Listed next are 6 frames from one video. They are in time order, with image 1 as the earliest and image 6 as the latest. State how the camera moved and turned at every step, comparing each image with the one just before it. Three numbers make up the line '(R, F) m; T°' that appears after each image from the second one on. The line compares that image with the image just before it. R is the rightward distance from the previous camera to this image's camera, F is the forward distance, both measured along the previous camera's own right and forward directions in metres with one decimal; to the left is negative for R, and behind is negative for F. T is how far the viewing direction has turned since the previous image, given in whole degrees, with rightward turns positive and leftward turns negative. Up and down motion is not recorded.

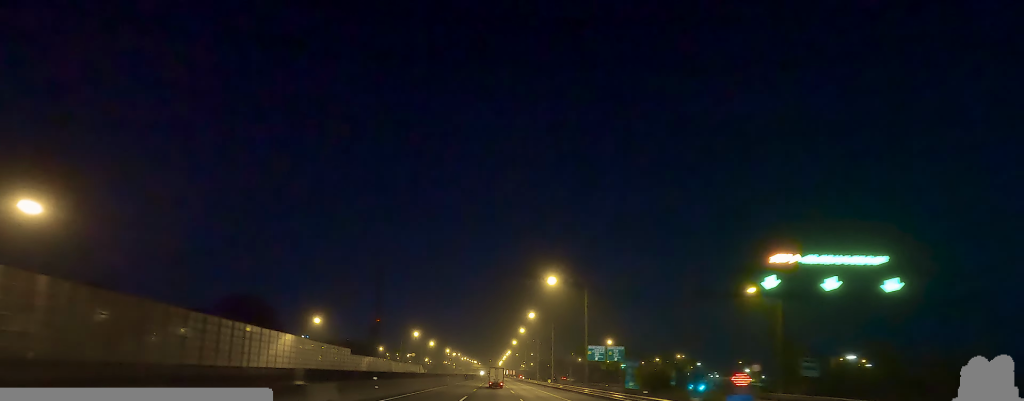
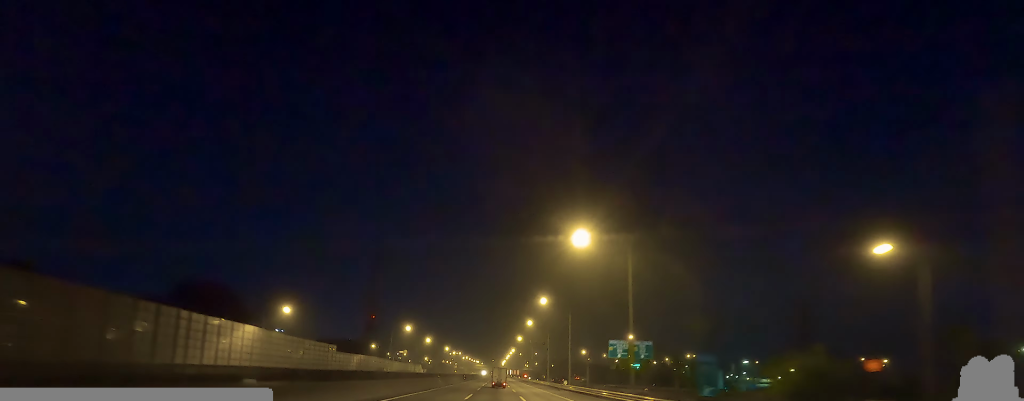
(-0.2, +16.3) m; 0°
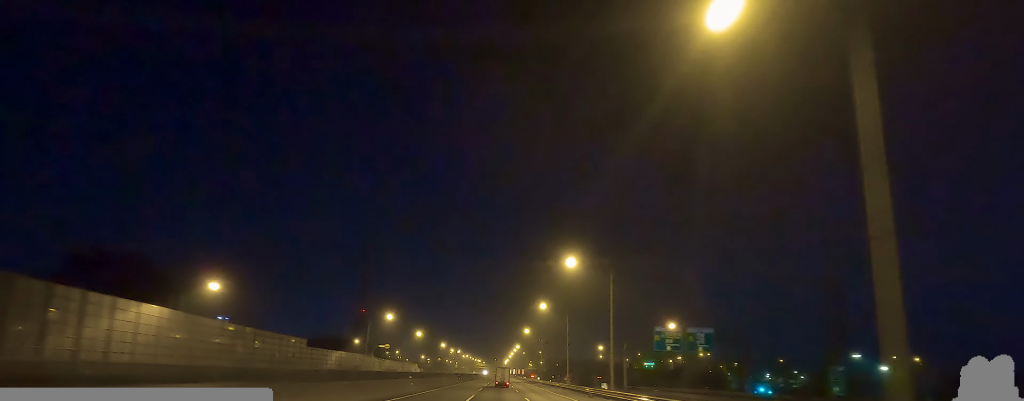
(+0.8, +23.0) m; +1°
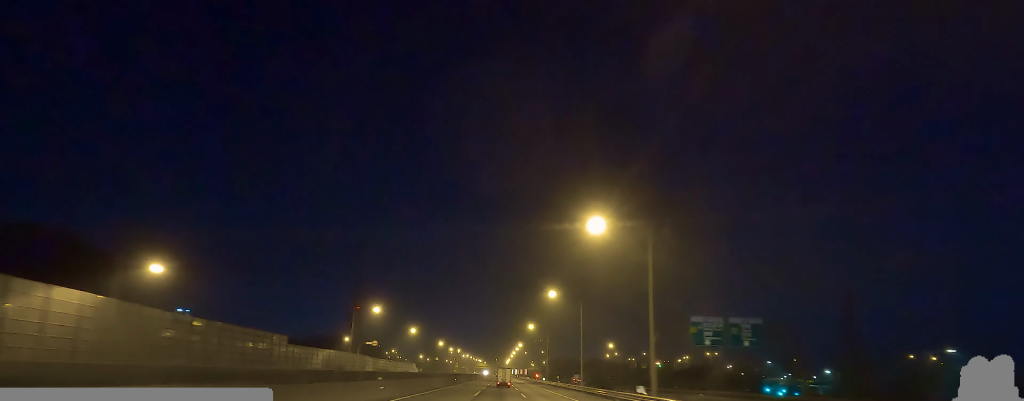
(-0.2, +10.9) m; -1°
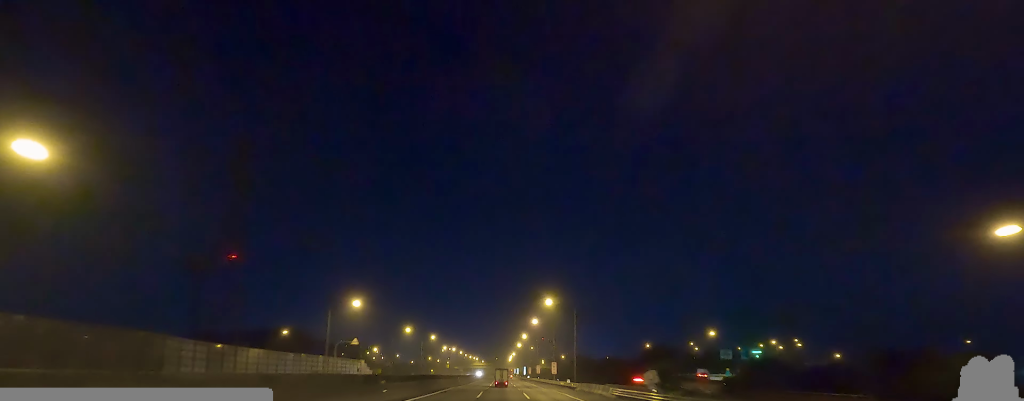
(-0.2, +100.3) m; +1°
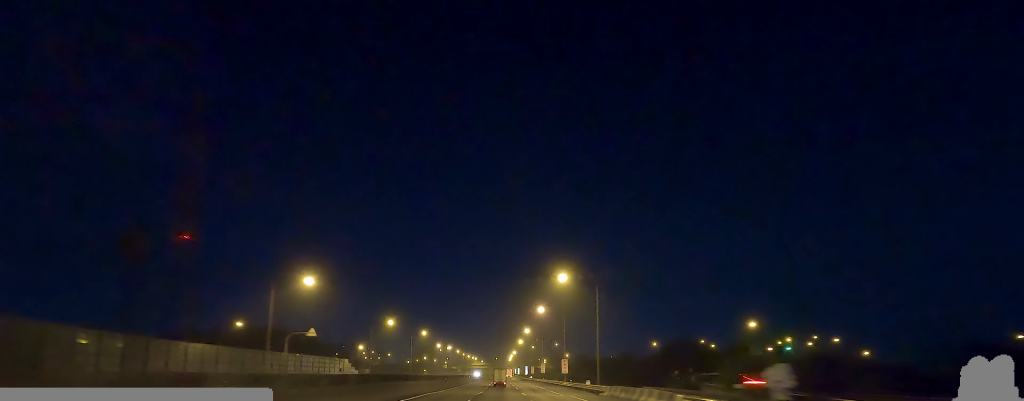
(-0.5, +17.1) m; -1°
